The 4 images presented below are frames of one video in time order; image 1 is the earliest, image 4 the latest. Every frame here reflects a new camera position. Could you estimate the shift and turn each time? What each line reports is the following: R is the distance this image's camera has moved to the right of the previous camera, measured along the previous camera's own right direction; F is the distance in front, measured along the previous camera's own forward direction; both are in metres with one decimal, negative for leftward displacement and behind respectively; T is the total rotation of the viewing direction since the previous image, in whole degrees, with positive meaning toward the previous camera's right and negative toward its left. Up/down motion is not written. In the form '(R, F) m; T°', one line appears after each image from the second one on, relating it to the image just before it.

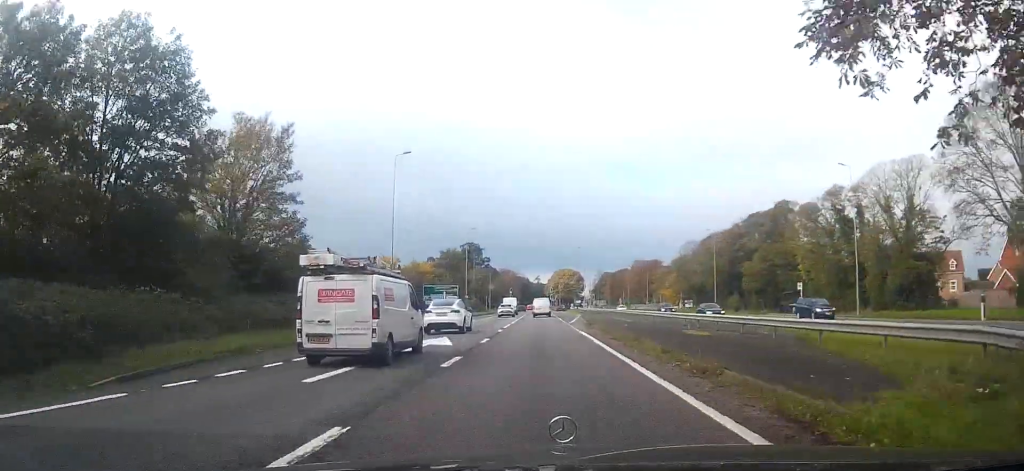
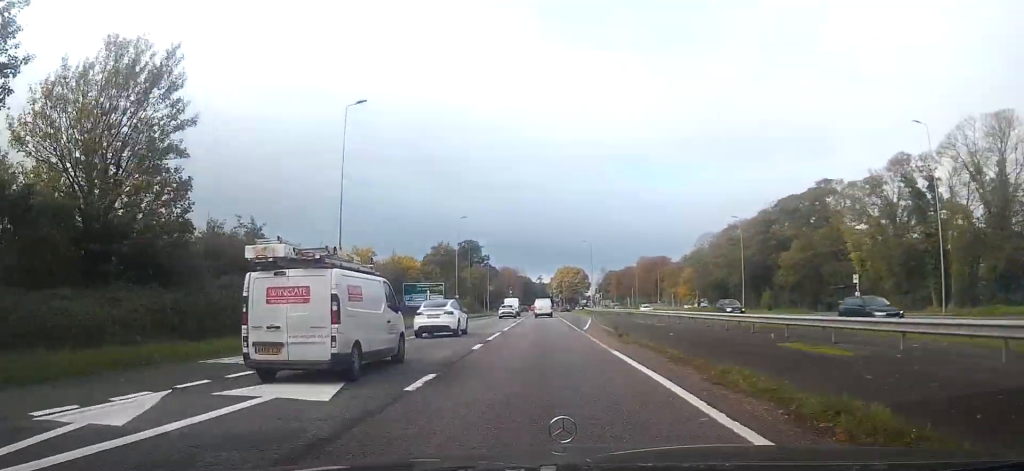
(0.0, +12.1) m; 0°
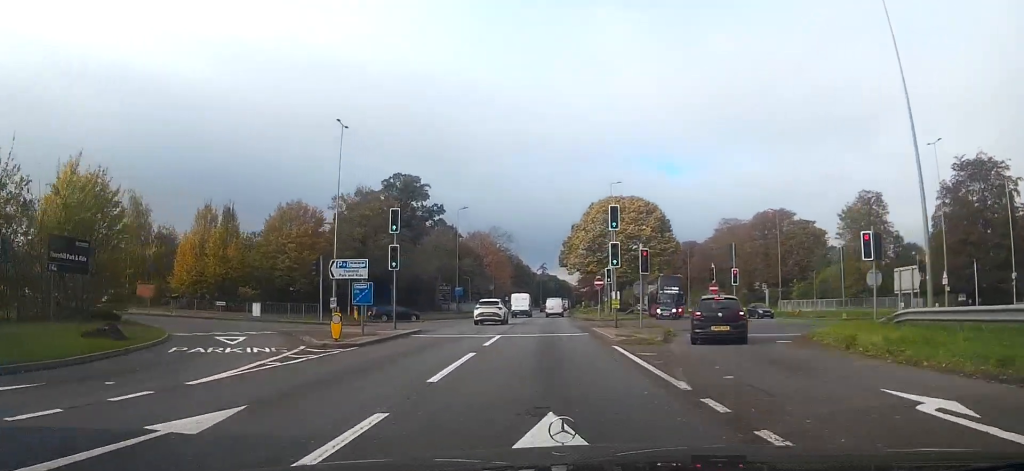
(-0.1, +111.7) m; +1°
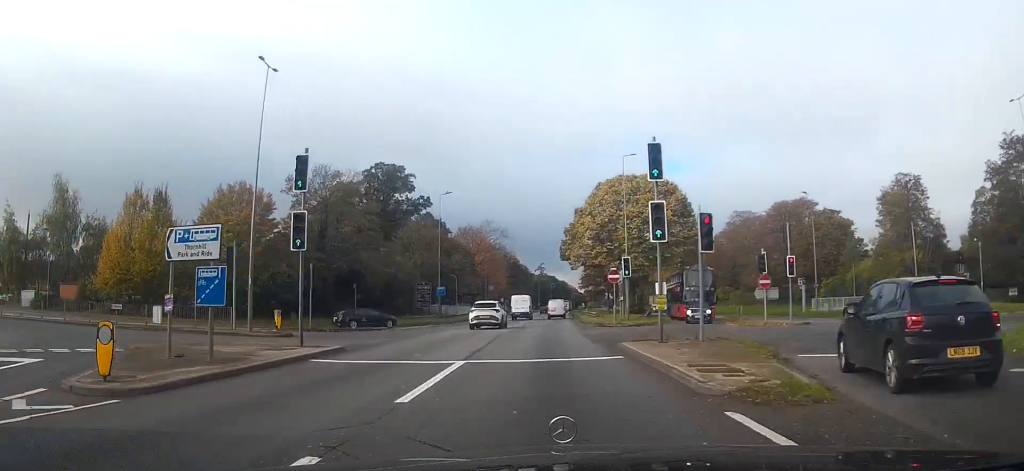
(0.0, +11.0) m; 0°
